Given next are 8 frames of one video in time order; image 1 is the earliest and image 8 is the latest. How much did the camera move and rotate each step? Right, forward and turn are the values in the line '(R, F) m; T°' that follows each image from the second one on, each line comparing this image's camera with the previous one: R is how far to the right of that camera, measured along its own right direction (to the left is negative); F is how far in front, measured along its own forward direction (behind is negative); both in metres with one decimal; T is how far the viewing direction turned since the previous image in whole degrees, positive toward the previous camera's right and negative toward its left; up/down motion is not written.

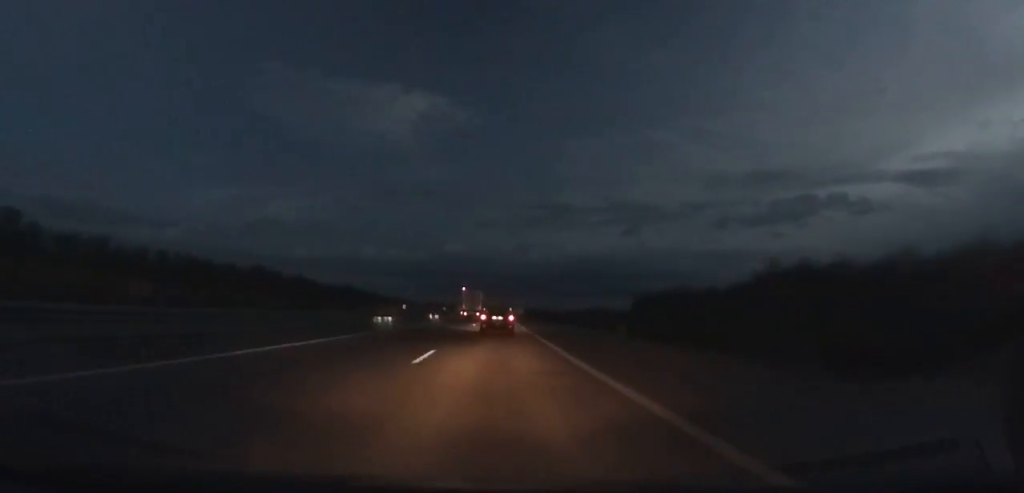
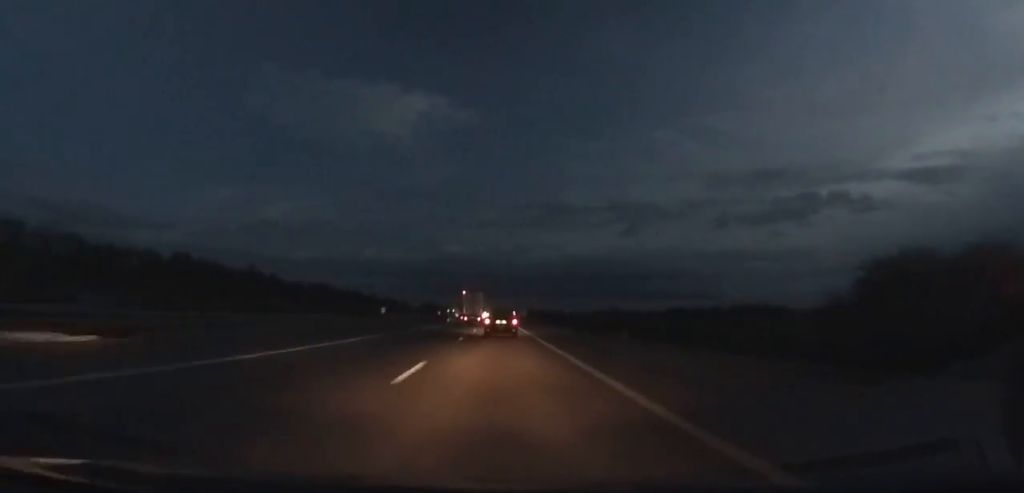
(-0.2, +51.3) m; 0°
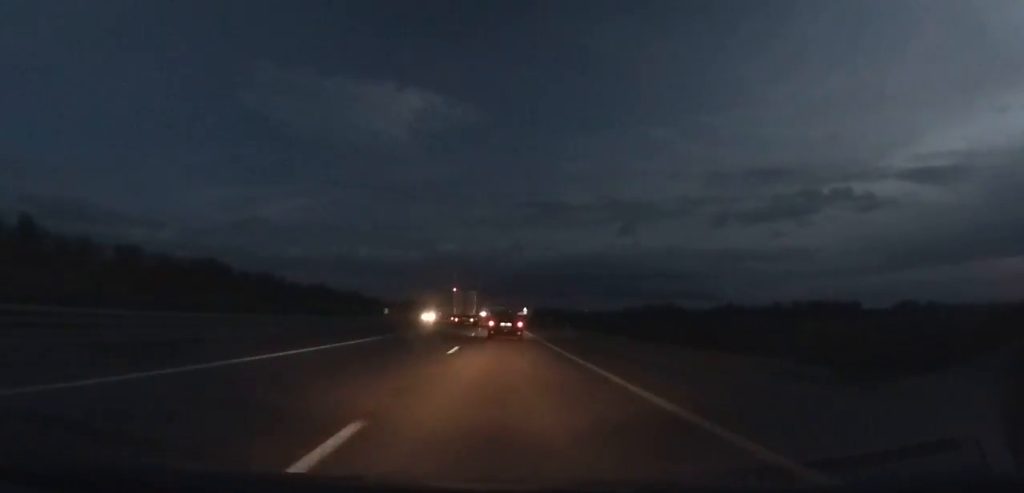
(-0.1, +123.3) m; 0°
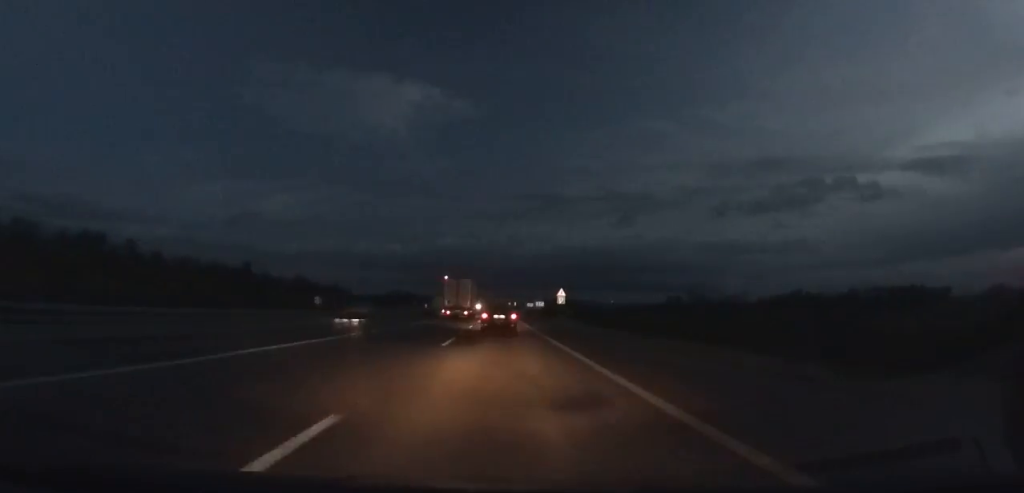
(0.0, +95.4) m; 0°
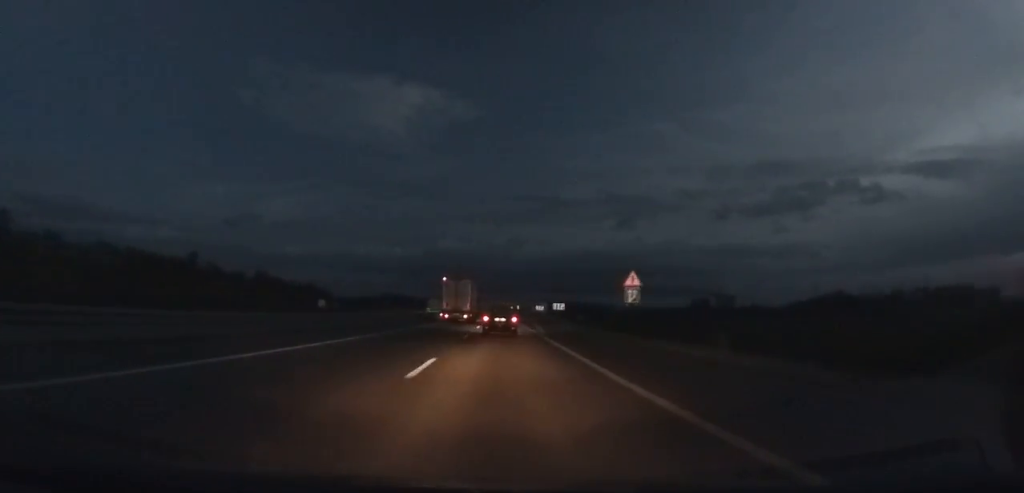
(+0.1, +39.8) m; 0°
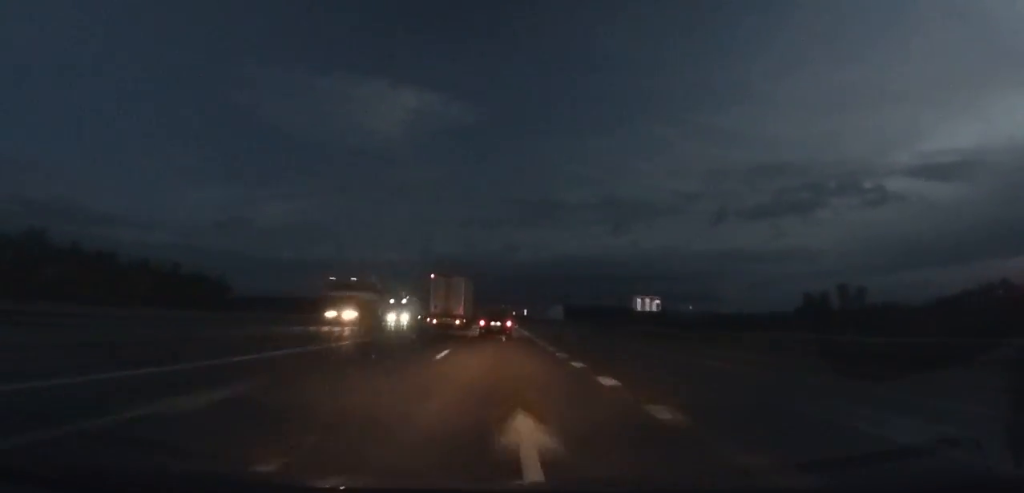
(-0.3, +106.5) m; 0°
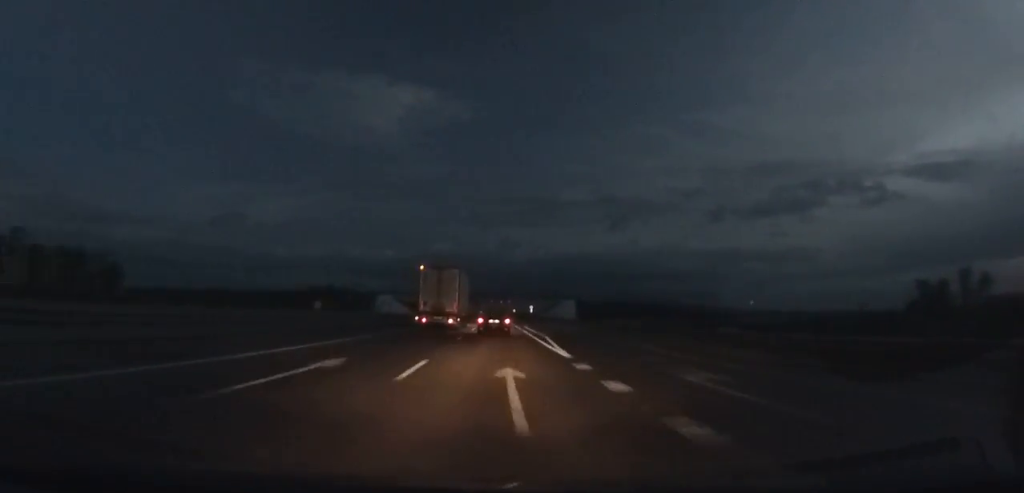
(0.0, +55.4) m; 0°
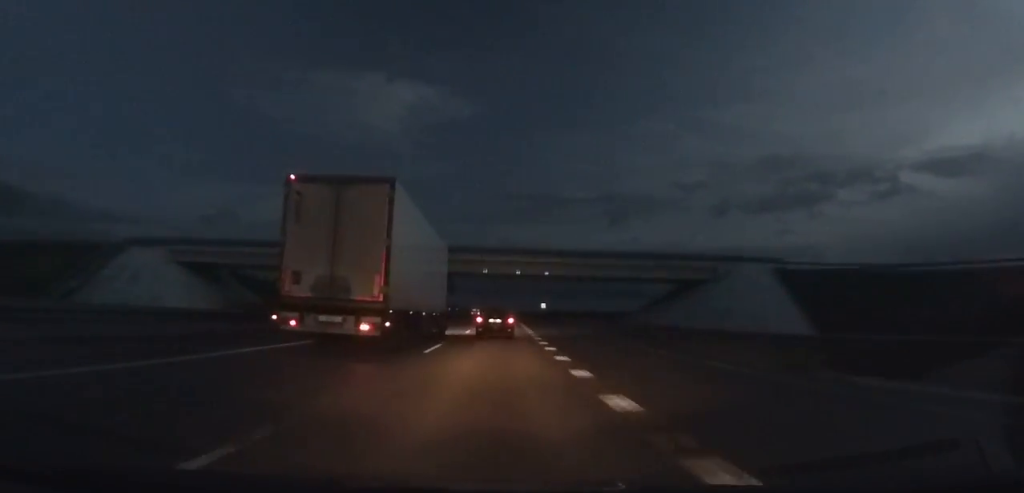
(+0.5, +166.3) m; 0°
